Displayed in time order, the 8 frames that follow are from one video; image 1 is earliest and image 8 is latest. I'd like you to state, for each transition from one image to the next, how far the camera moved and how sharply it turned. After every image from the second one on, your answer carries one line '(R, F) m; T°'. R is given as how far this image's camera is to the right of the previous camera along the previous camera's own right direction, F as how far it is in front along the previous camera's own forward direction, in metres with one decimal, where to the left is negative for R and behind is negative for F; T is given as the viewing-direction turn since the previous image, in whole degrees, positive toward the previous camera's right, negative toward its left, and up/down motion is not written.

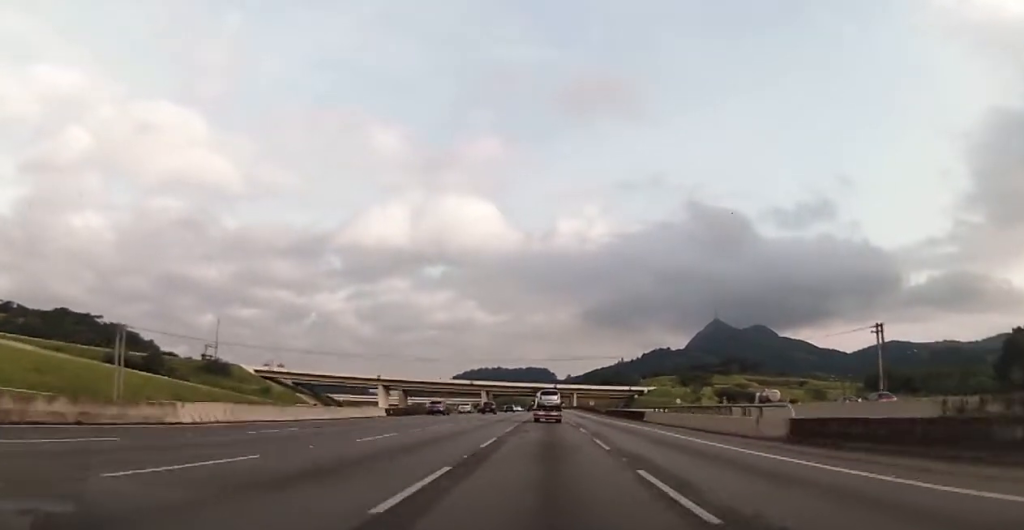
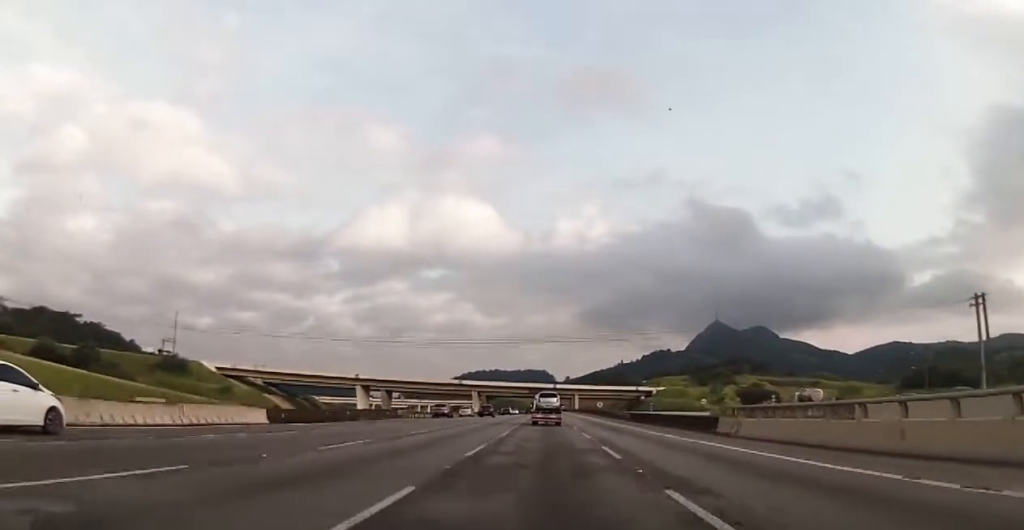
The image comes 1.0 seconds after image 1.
(+0.1, +27.5) m; 0°
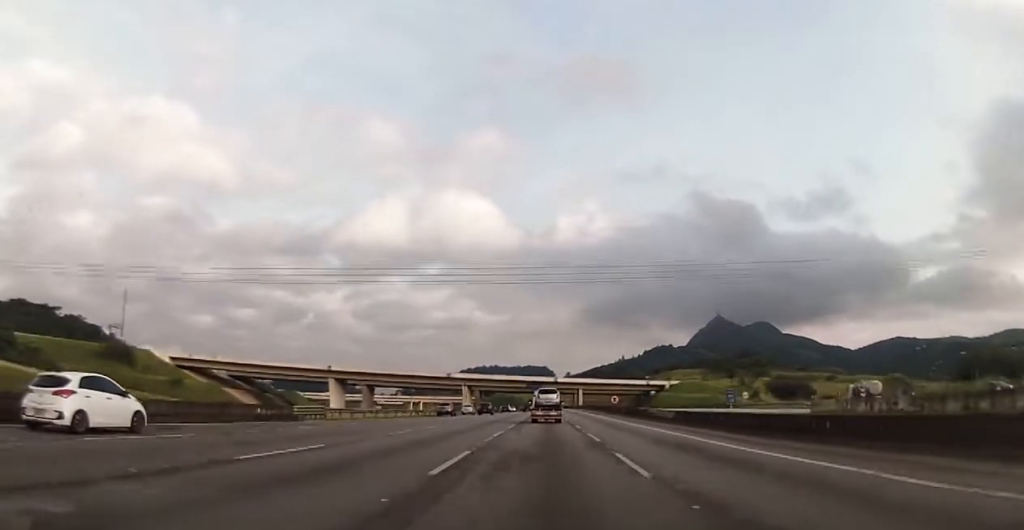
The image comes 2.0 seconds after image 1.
(-0.1, +28.5) m; 0°
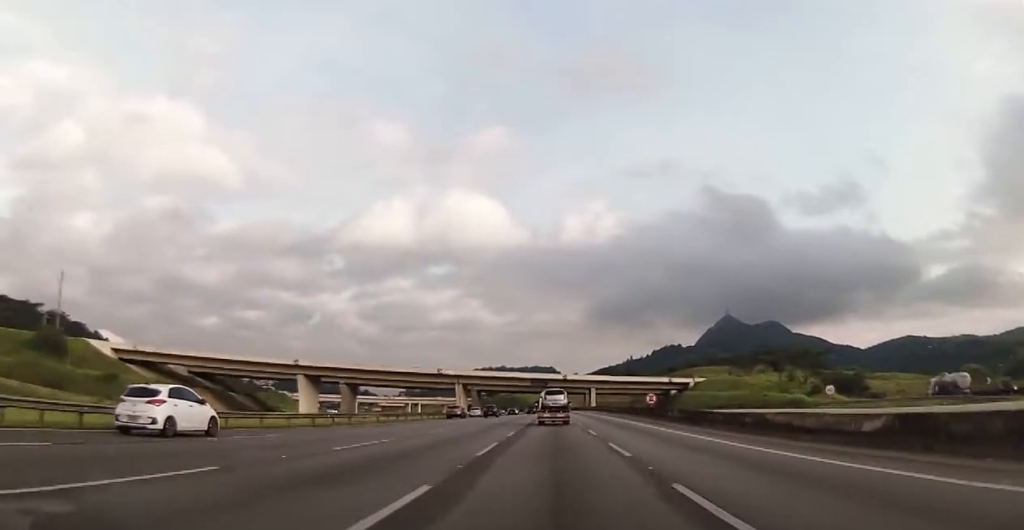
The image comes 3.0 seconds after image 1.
(+0.1, +30.4) m; 0°
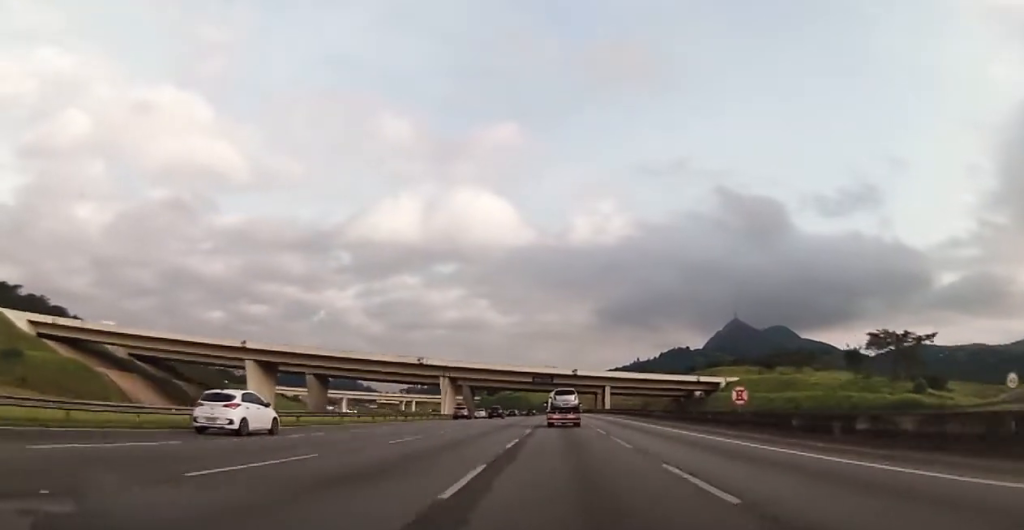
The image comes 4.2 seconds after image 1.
(-0.3, +32.3) m; -1°
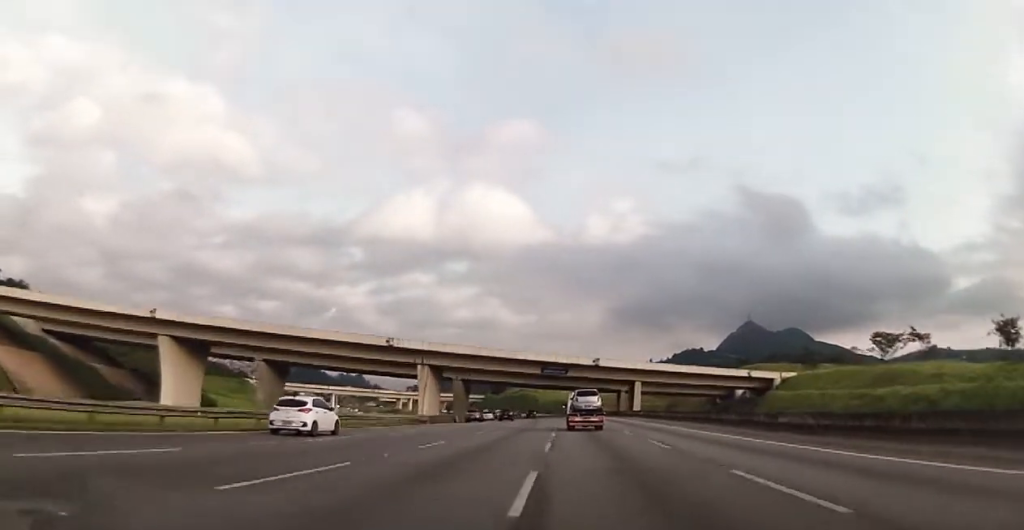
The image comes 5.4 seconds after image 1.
(-0.1, +36.4) m; 0°
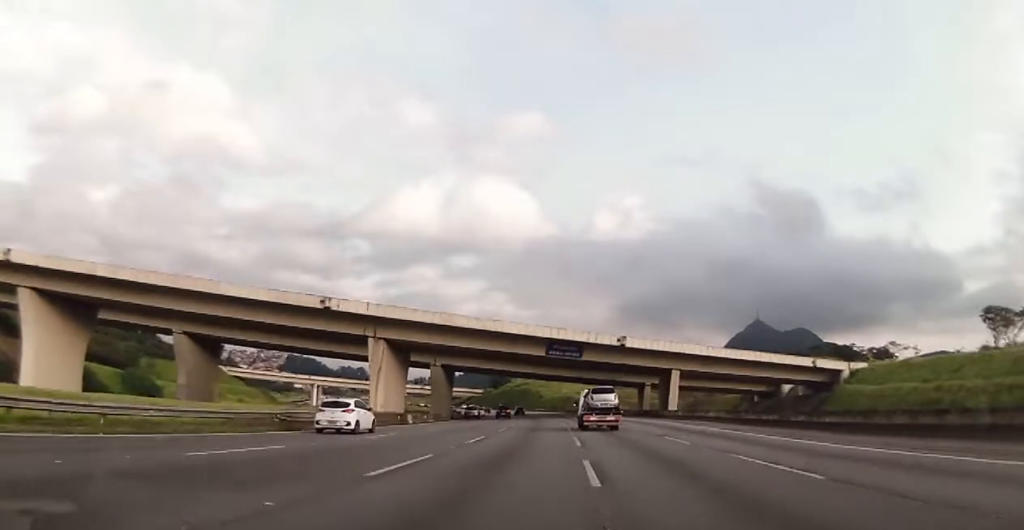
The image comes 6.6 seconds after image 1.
(-0.2, +32.8) m; -1°
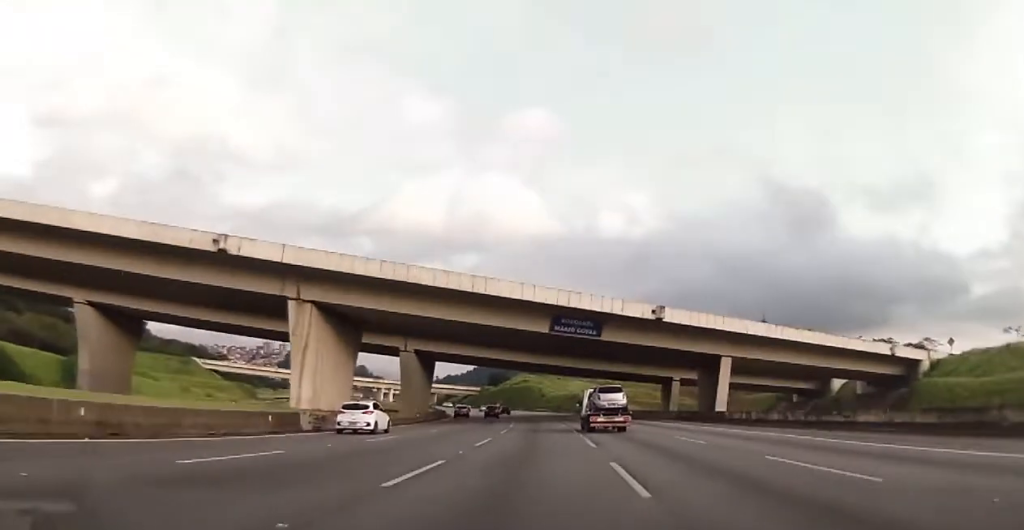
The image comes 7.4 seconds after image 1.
(-0.4, +25.2) m; -1°
